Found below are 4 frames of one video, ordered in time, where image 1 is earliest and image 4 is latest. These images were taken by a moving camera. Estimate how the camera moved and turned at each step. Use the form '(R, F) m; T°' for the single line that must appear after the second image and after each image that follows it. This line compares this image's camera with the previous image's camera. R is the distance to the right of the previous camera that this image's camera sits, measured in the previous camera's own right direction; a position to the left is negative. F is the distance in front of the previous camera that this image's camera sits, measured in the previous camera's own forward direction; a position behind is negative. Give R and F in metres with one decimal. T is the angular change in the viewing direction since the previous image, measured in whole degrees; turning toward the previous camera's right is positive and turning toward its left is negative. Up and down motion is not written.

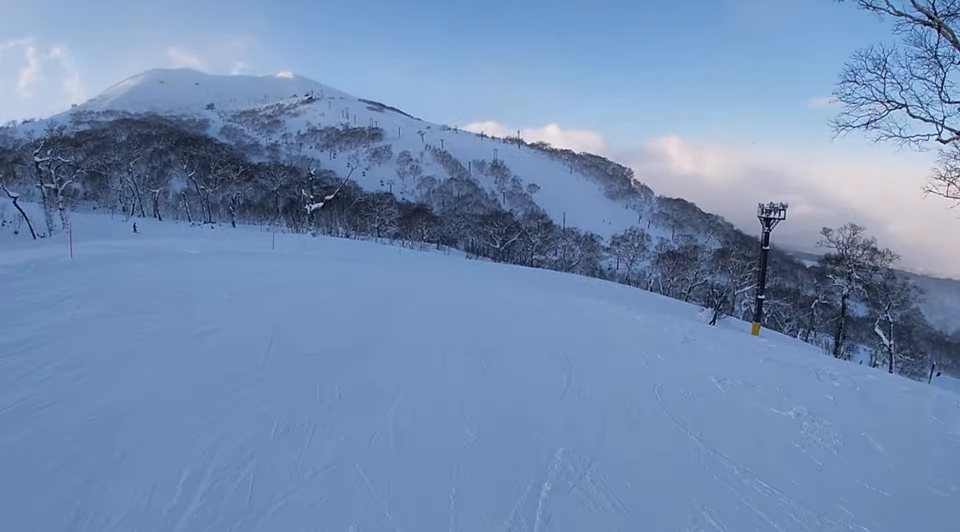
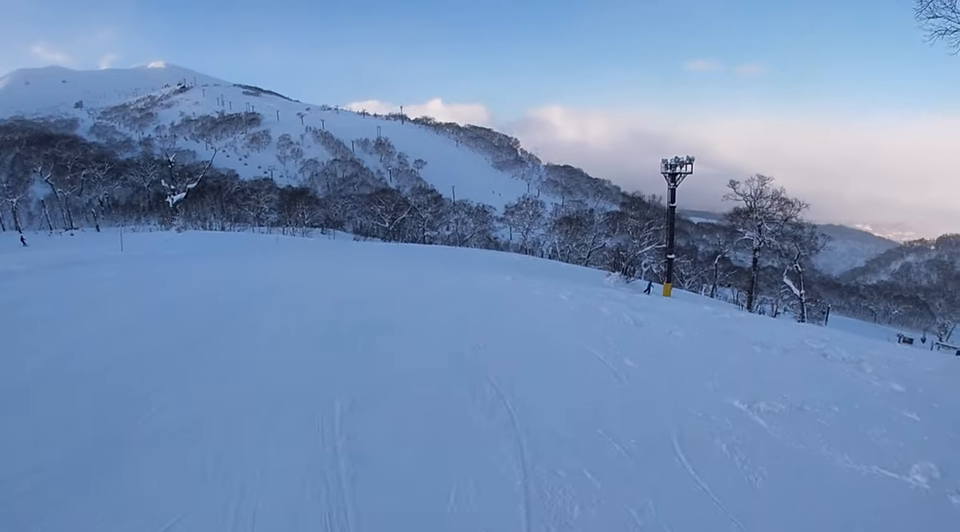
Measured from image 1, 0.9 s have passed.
(+1.0, +4.6) m; +18°
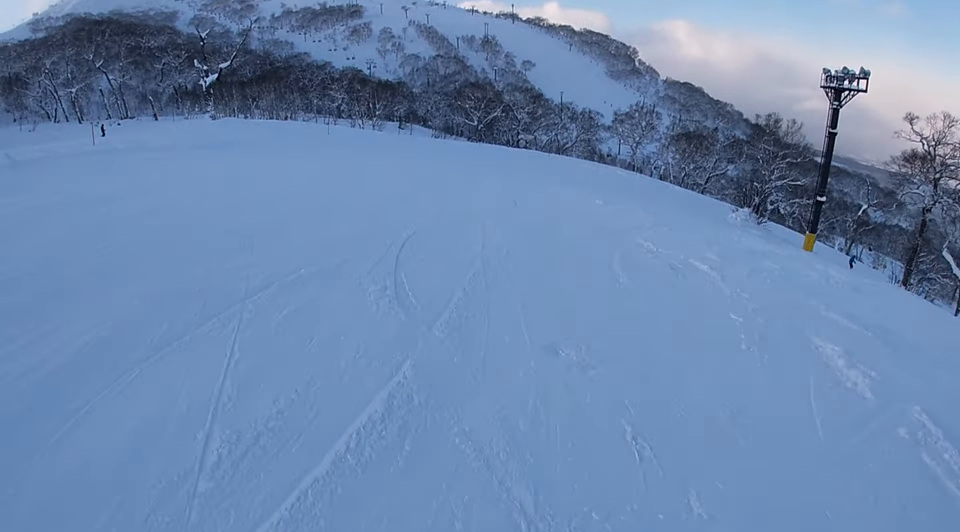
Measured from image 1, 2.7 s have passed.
(-0.1, +8.5) m; -12°
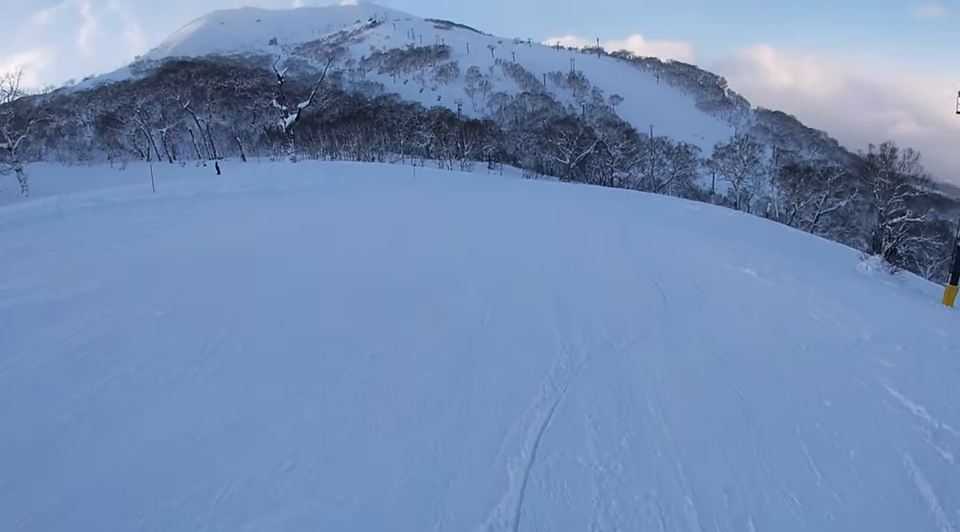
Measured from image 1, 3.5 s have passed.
(-0.4, +3.9) m; -5°
